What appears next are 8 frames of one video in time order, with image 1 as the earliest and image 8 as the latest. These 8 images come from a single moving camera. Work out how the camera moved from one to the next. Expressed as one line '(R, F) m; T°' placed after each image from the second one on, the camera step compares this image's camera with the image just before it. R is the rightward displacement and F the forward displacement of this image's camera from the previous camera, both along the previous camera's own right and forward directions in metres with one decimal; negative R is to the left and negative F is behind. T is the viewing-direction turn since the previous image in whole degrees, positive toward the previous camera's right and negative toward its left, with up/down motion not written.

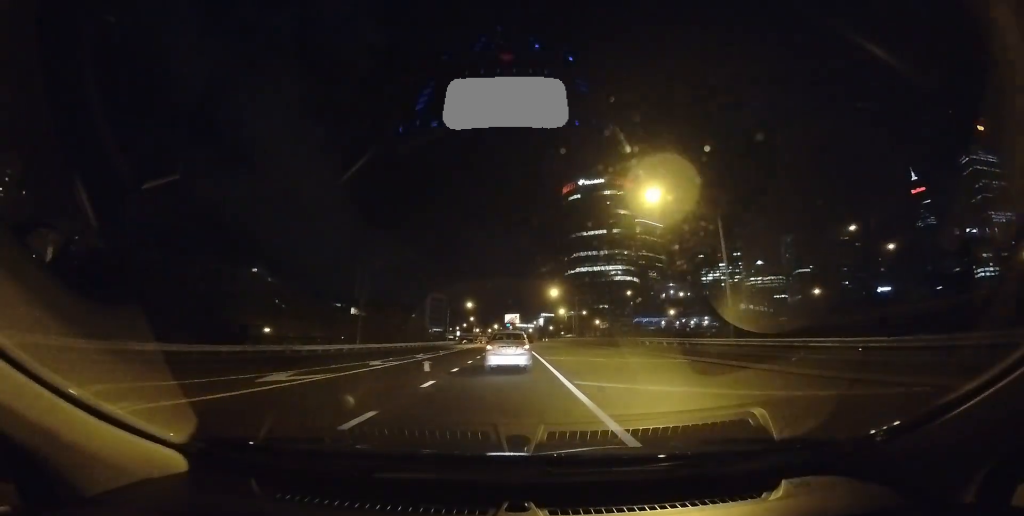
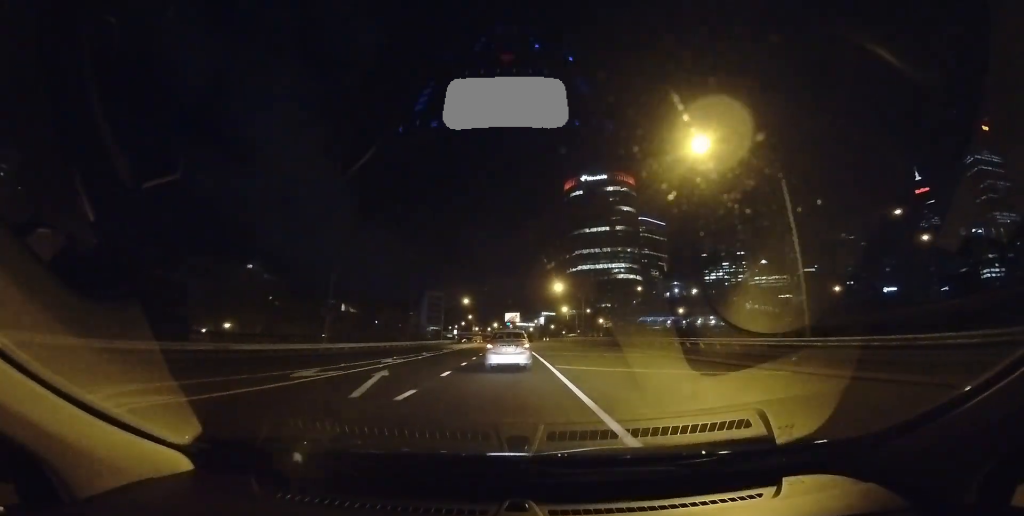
(-0.1, +6.2) m; 0°
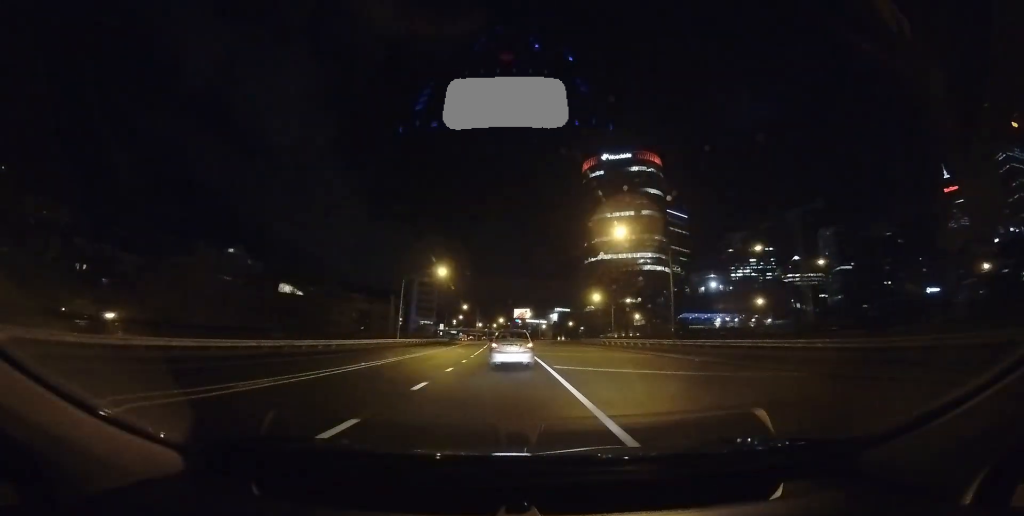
(-0.7, +32.8) m; 0°
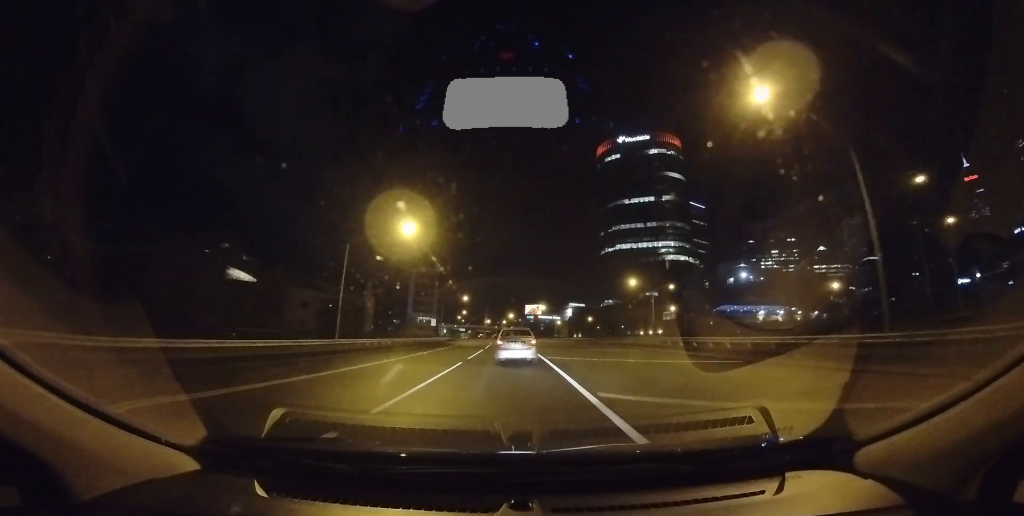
(+0.4, +17.6) m; +2°
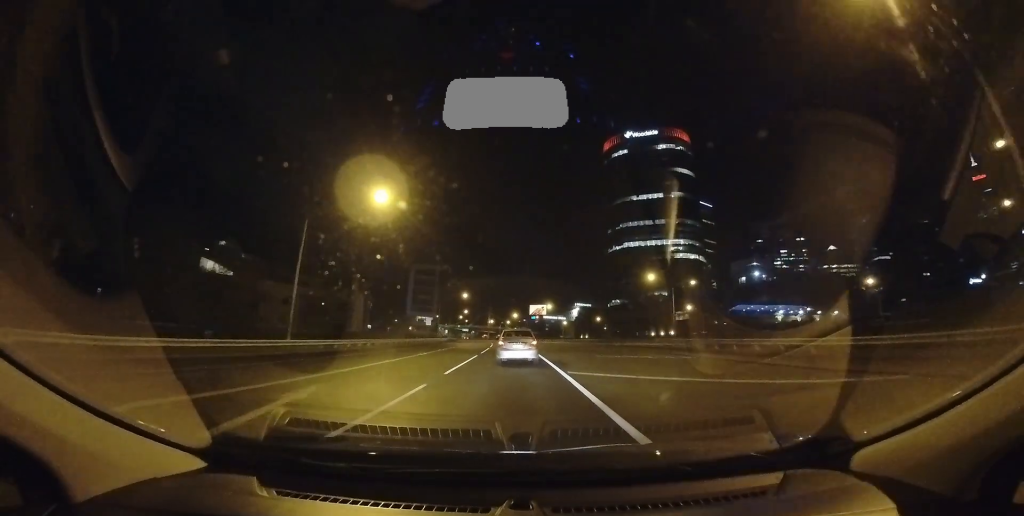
(0.0, +6.5) m; 0°
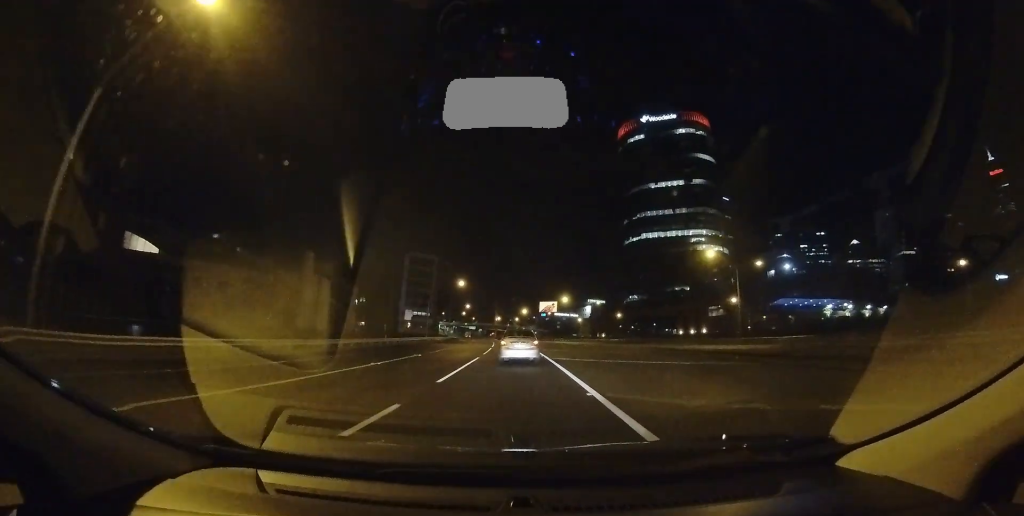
(-0.1, +14.6) m; -2°
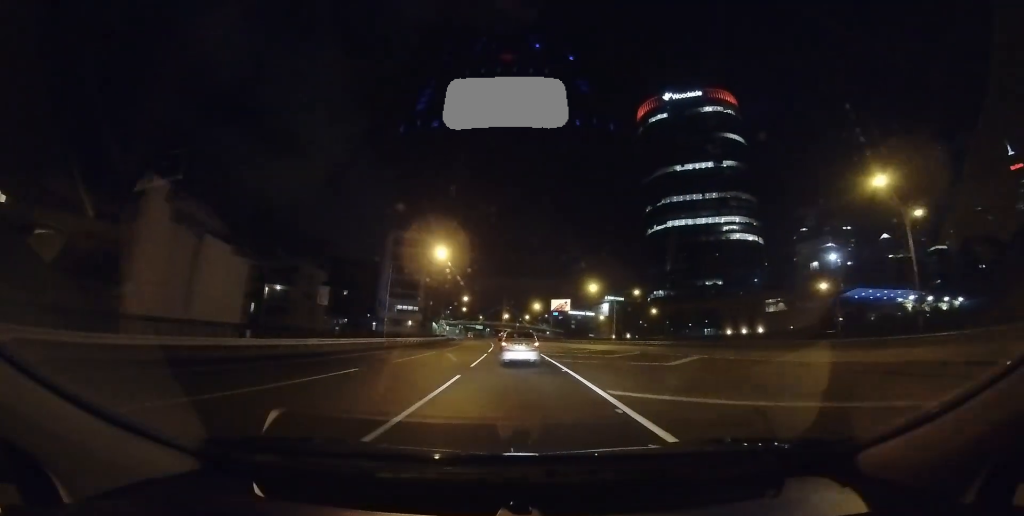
(-0.2, +20.1) m; +1°
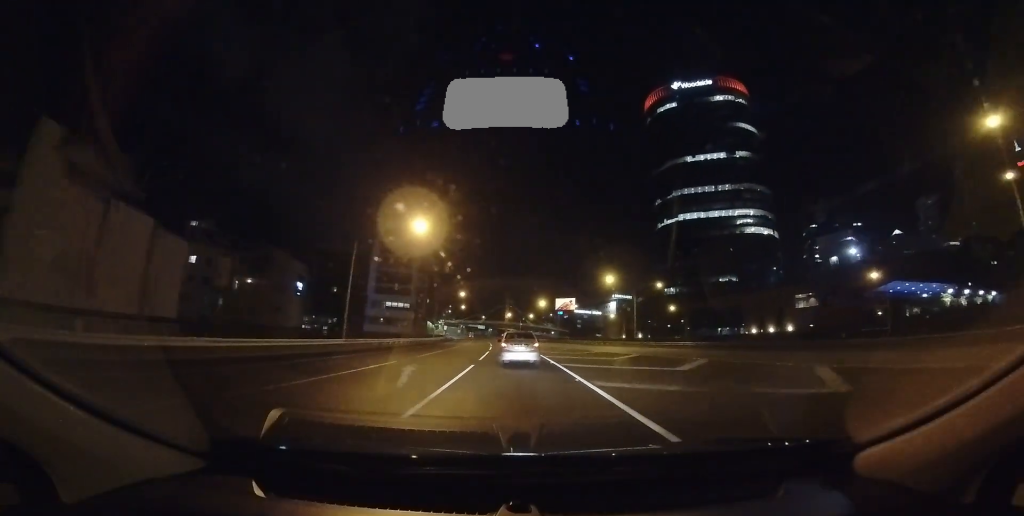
(+0.1, +8.4) m; +1°
